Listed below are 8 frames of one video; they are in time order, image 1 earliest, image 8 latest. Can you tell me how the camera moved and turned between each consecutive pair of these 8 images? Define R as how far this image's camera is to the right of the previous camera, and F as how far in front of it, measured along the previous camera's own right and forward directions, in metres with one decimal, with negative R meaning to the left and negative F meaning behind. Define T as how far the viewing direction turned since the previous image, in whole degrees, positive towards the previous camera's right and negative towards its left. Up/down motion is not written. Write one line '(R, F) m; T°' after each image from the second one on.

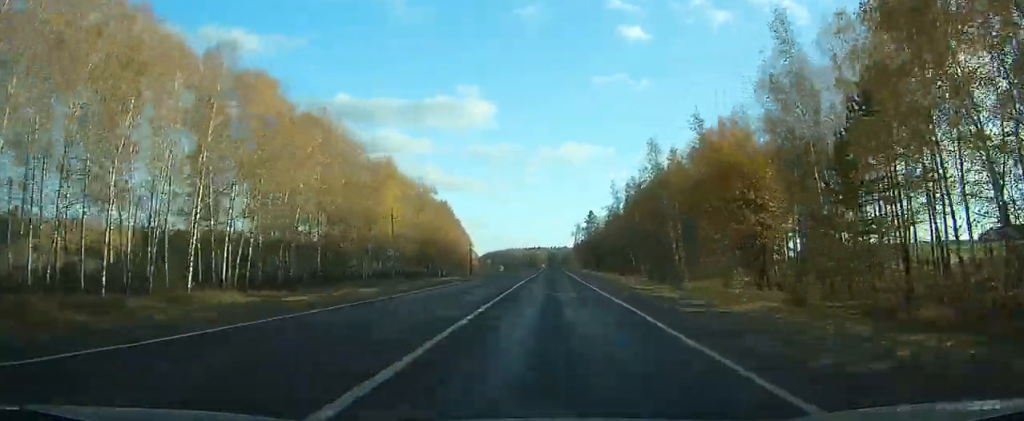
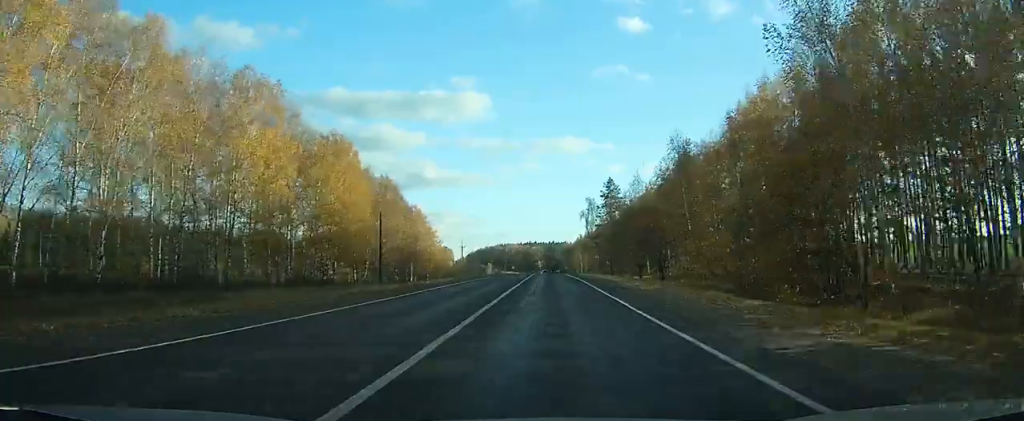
(+15.7, +90.6) m; +8°
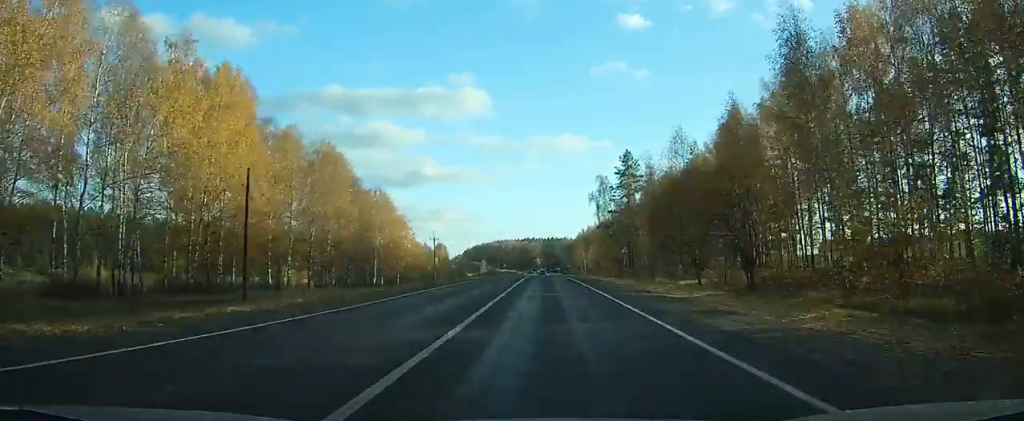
(-0.5, +33.2) m; -1°
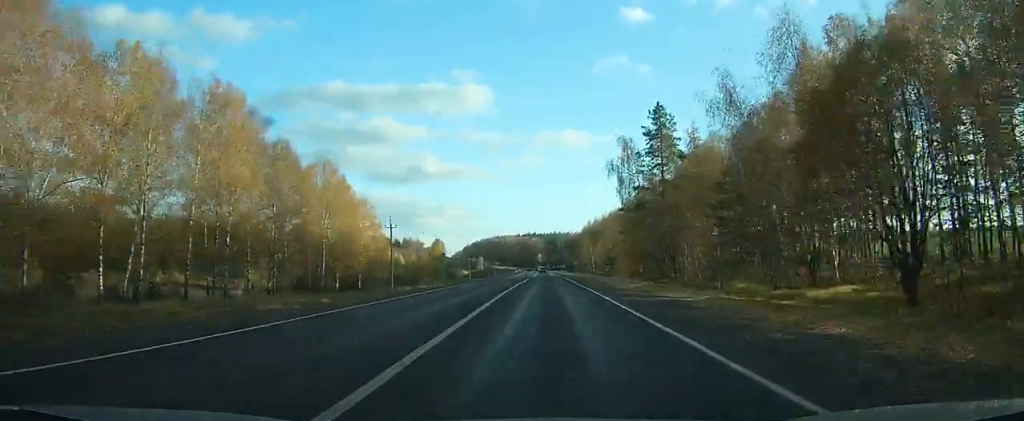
(-0.1, +29.8) m; +1°
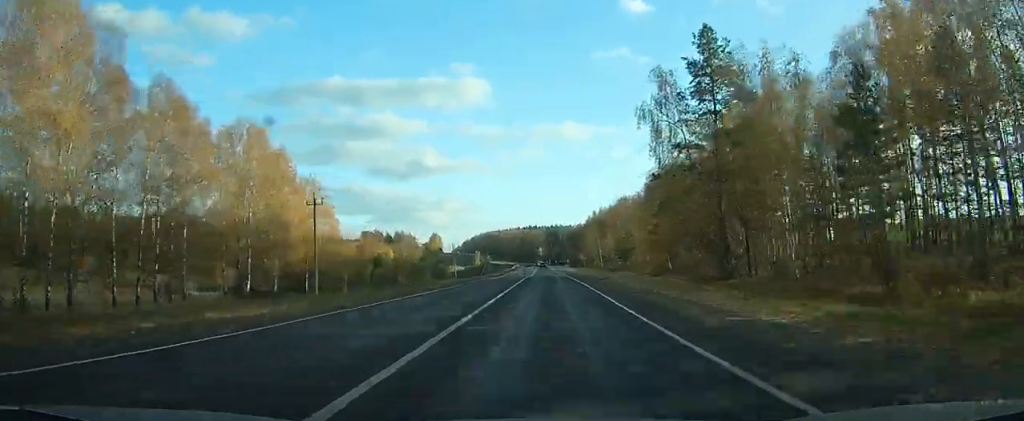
(-0.3, +23.5) m; +1°
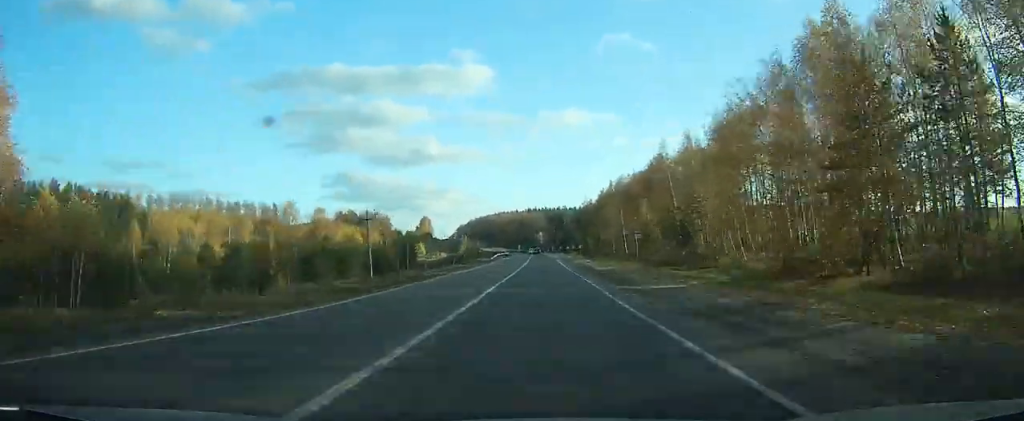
(+2.3, +52.1) m; -1°
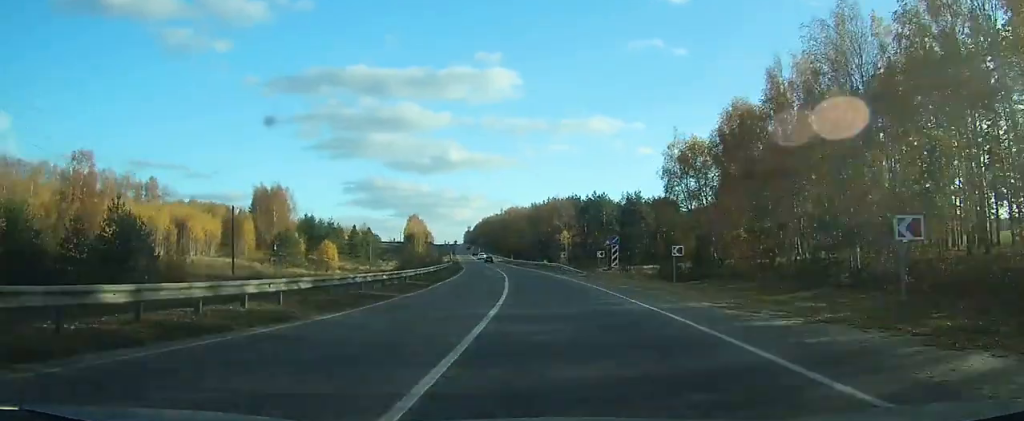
(-10.1, +134.1) m; -6°
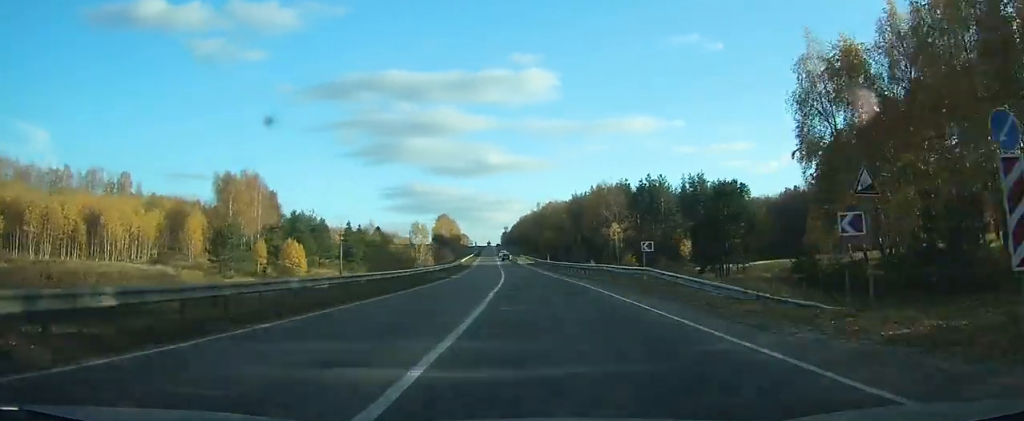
(-0.7, +40.0) m; -2°
